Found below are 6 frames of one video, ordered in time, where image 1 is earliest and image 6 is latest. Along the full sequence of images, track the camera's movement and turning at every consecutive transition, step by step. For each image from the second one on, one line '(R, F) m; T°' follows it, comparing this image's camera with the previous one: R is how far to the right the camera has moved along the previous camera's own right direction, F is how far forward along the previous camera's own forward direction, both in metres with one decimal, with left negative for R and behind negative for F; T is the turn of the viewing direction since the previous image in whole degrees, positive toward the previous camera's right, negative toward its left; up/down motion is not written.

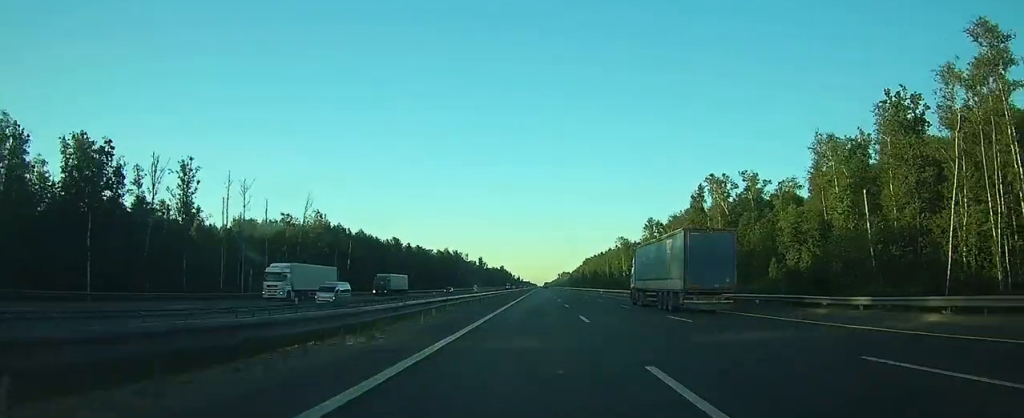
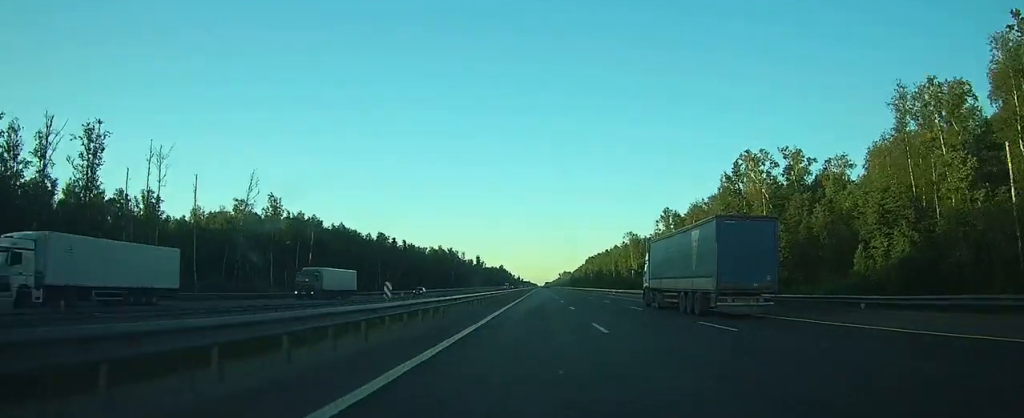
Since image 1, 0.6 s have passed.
(-0.1, +20.8) m; 0°
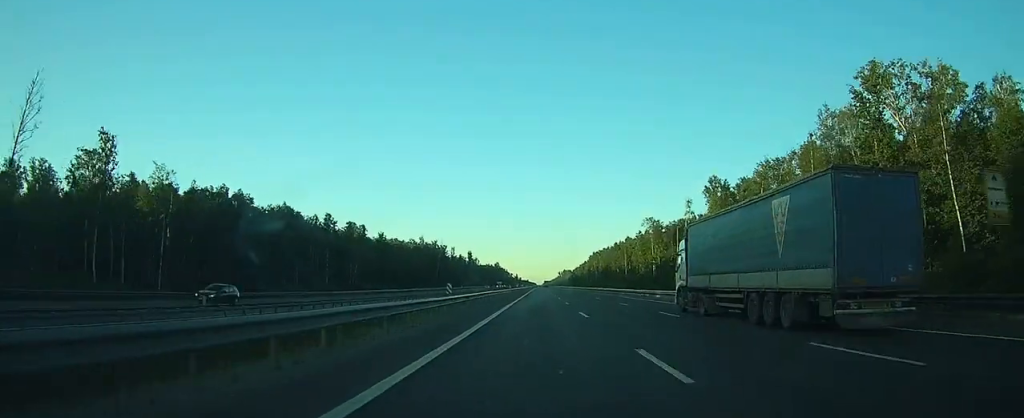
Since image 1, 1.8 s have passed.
(-0.1, +40.5) m; 0°
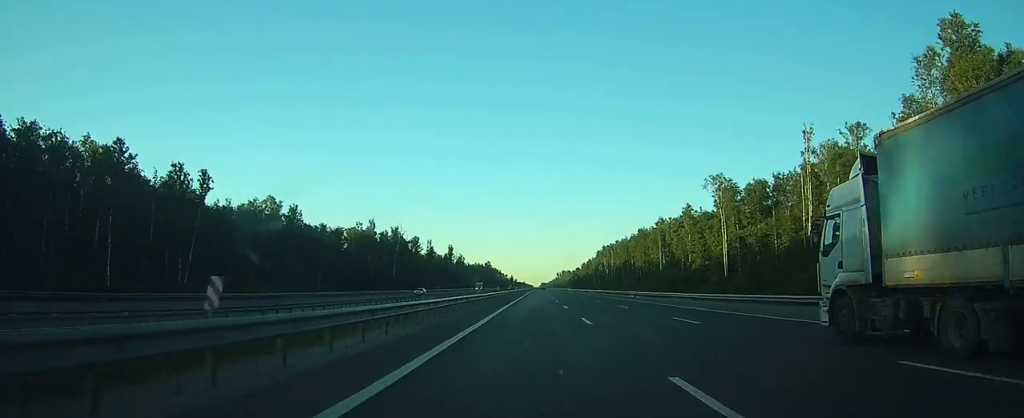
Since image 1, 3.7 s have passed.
(0.0, +67.3) m; 0°
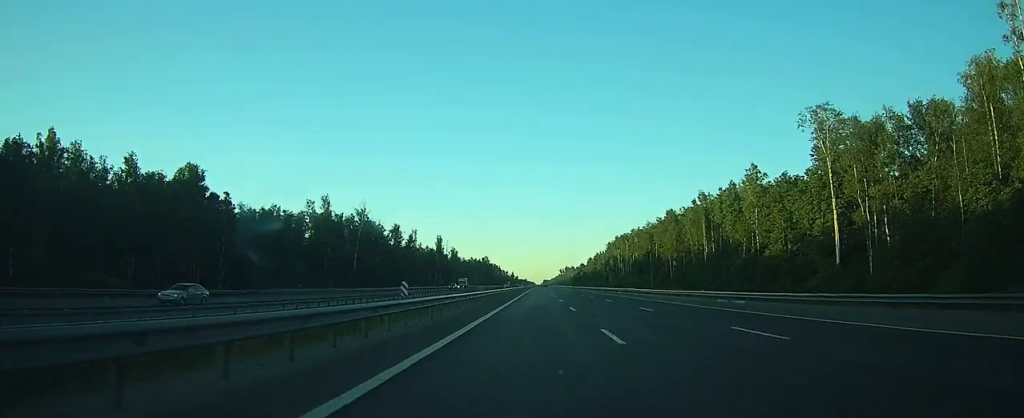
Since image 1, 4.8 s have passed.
(0.0, +39.5) m; 0°
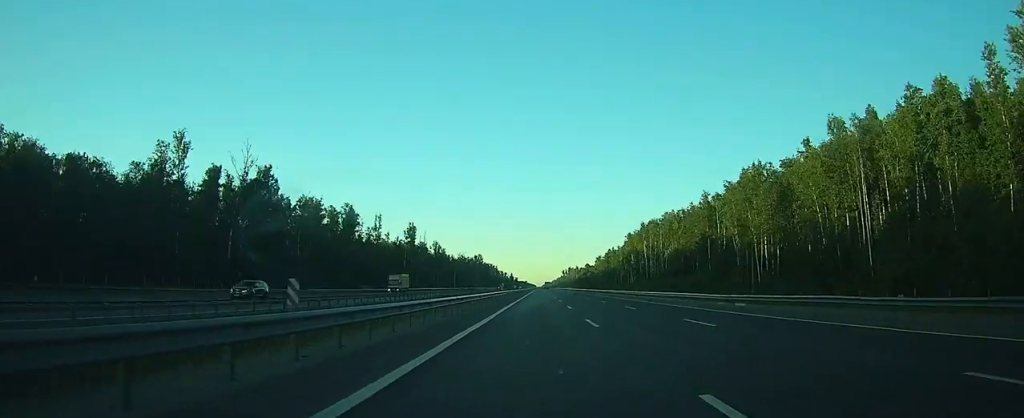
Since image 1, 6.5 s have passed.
(+0.1, +57.8) m; 0°
